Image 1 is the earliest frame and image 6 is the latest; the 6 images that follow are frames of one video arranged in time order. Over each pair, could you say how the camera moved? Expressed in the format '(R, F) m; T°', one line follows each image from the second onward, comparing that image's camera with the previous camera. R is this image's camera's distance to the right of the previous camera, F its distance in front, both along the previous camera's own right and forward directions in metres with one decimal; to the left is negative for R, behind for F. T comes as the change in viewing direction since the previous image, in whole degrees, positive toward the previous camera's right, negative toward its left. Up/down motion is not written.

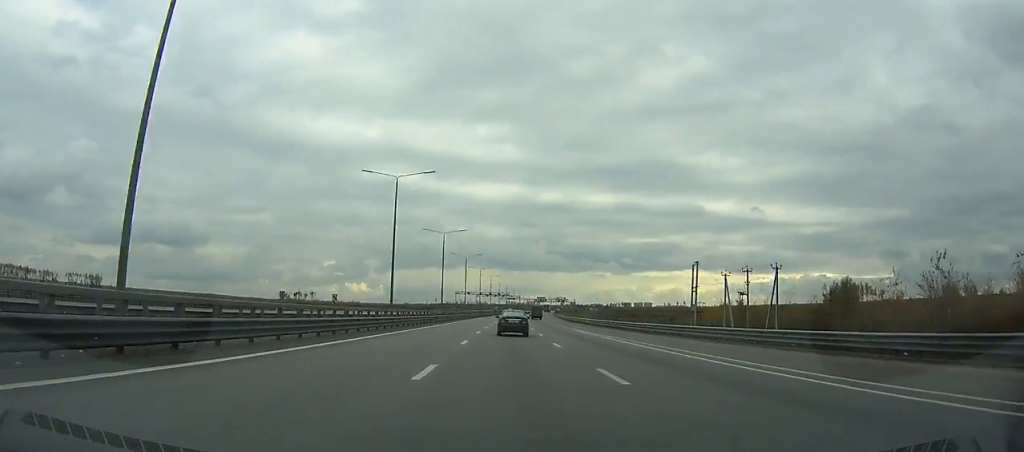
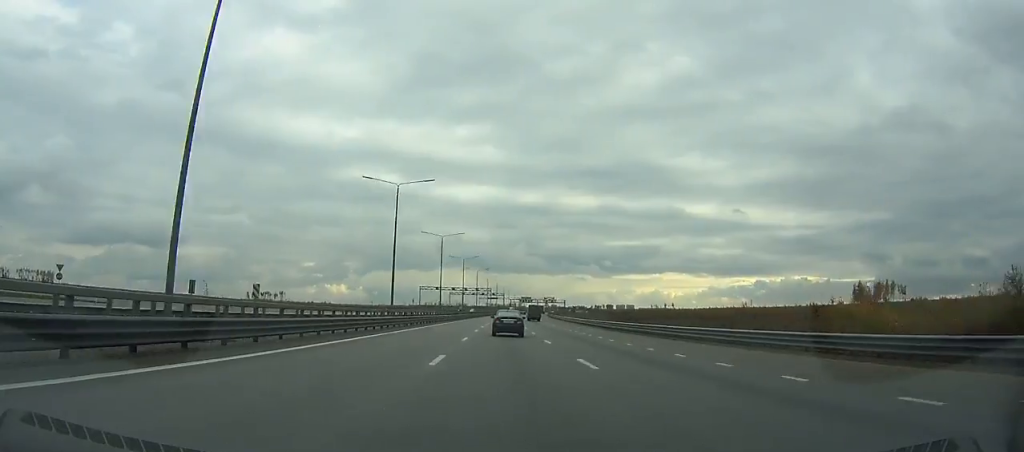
(+0.5, +56.9) m; +2°
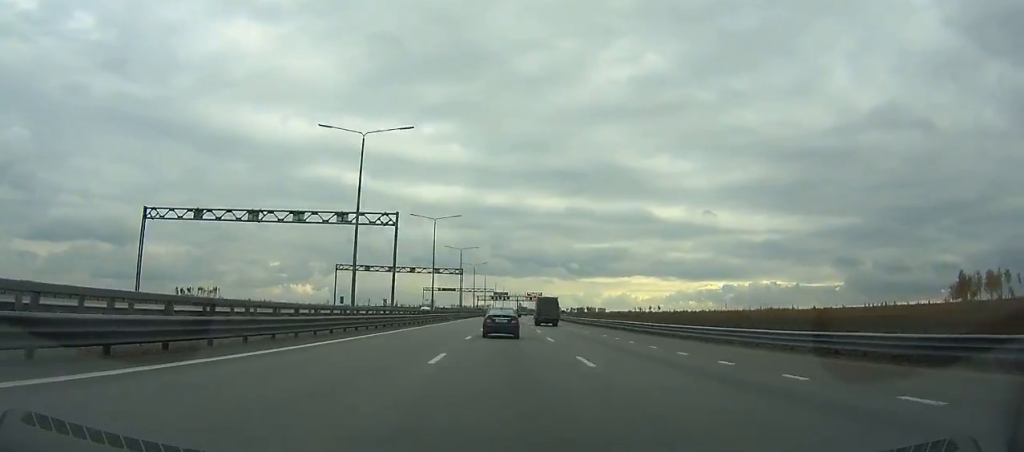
(+4.3, +129.9) m; +4°
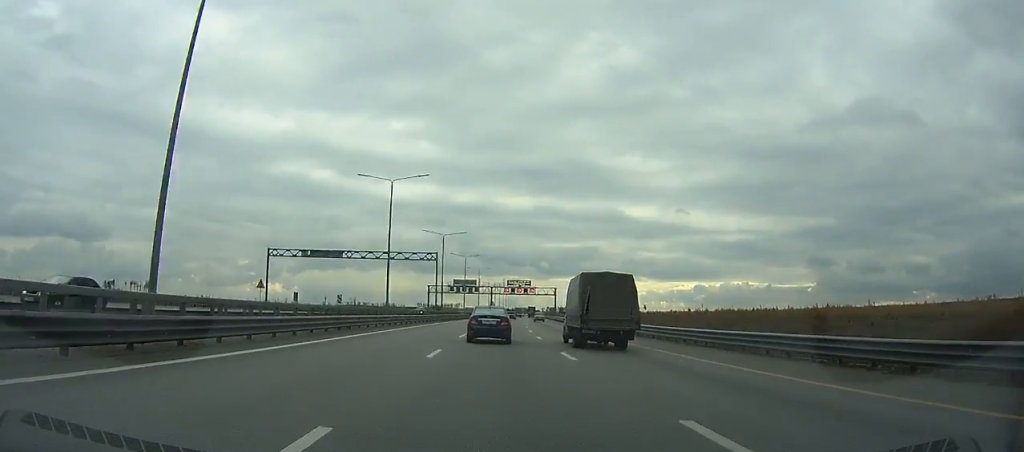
(+2.5, +105.5) m; +3°
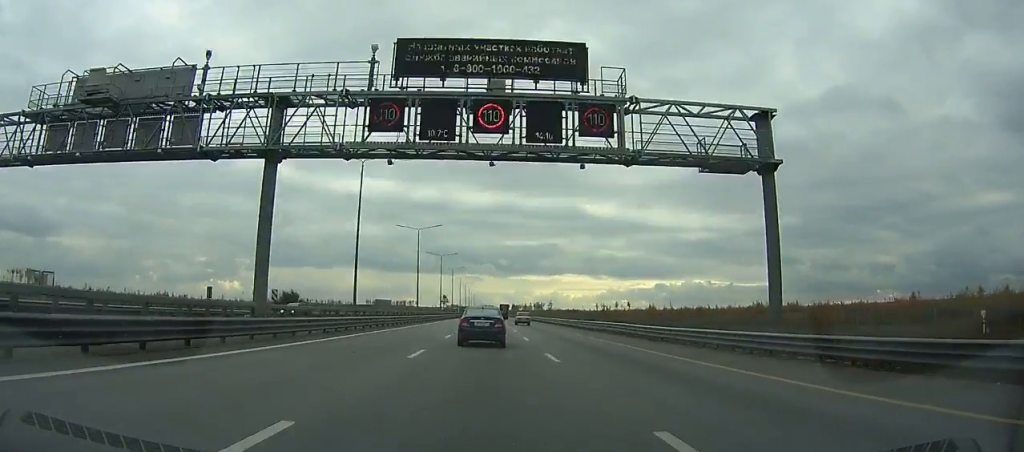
(+5.4, +159.2) m; +3°
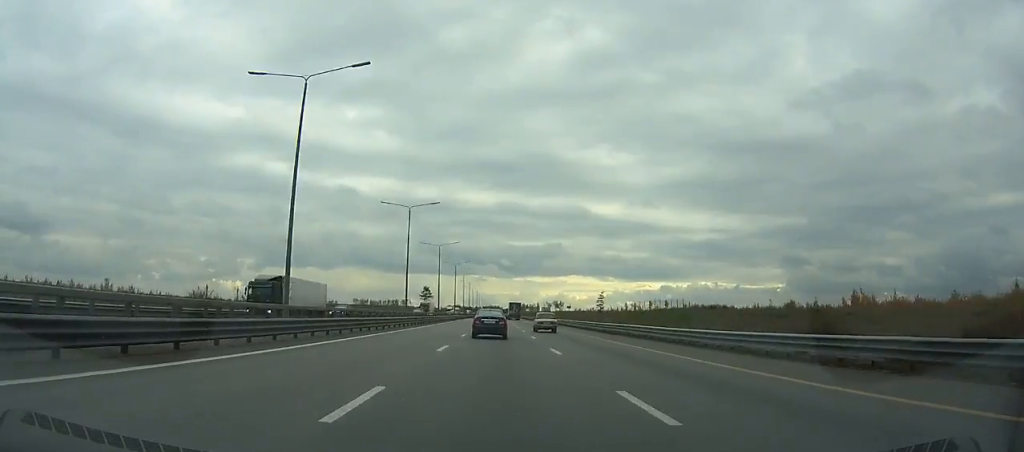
(+1.3, +168.4) m; 0°
